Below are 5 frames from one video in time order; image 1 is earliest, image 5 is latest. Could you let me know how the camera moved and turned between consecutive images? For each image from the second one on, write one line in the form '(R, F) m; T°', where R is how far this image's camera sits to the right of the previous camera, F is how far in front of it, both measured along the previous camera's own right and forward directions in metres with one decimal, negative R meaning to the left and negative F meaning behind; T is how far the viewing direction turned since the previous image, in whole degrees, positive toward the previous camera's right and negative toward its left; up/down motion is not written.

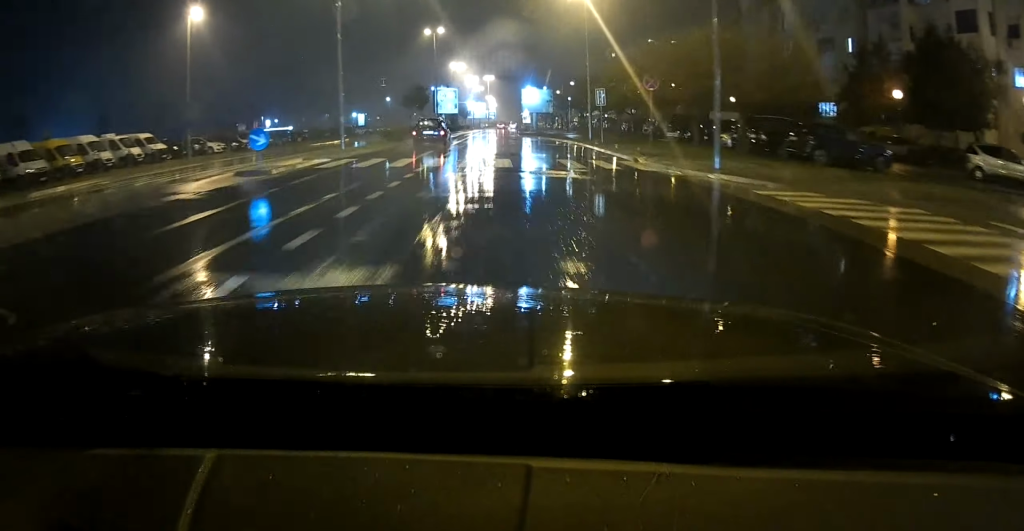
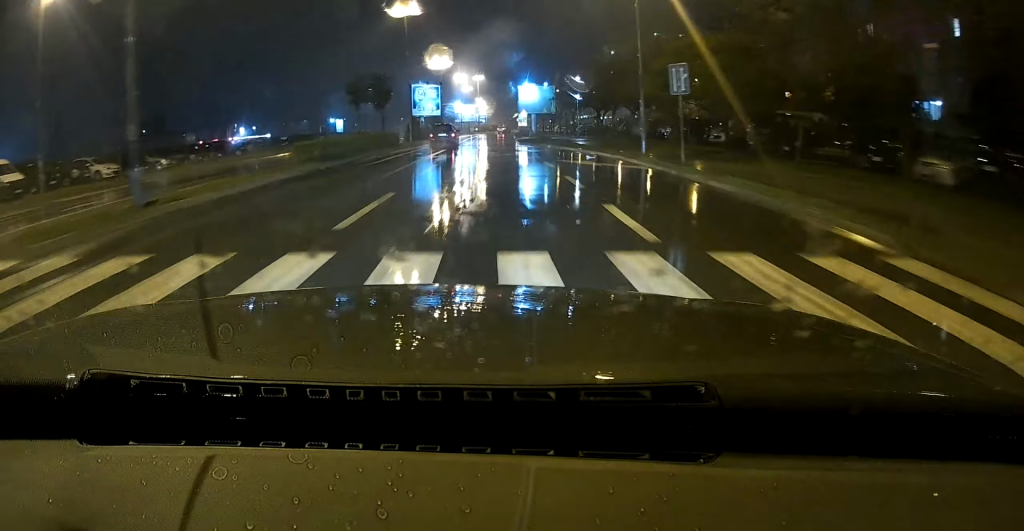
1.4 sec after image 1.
(-0.1, +15.7) m; 0°
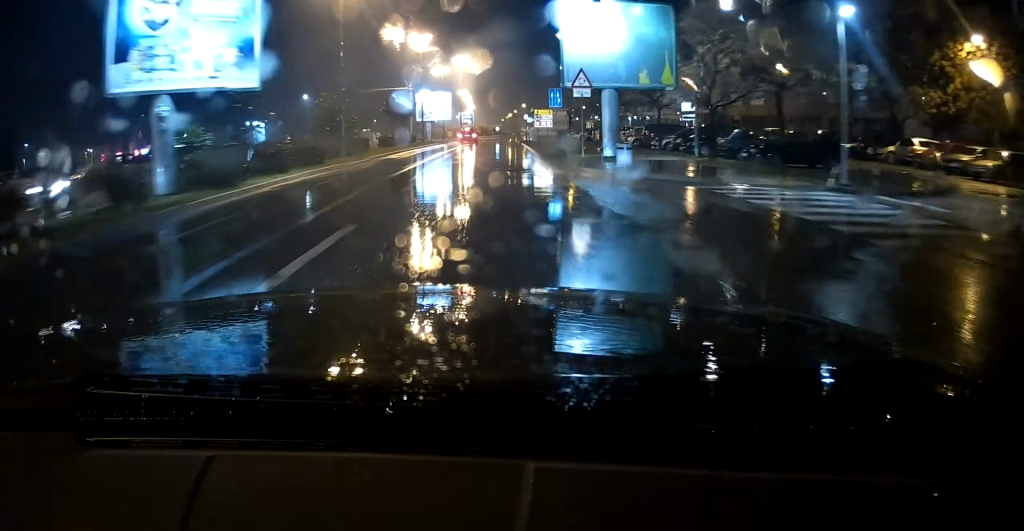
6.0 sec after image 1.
(+1.0, +53.2) m; +2°
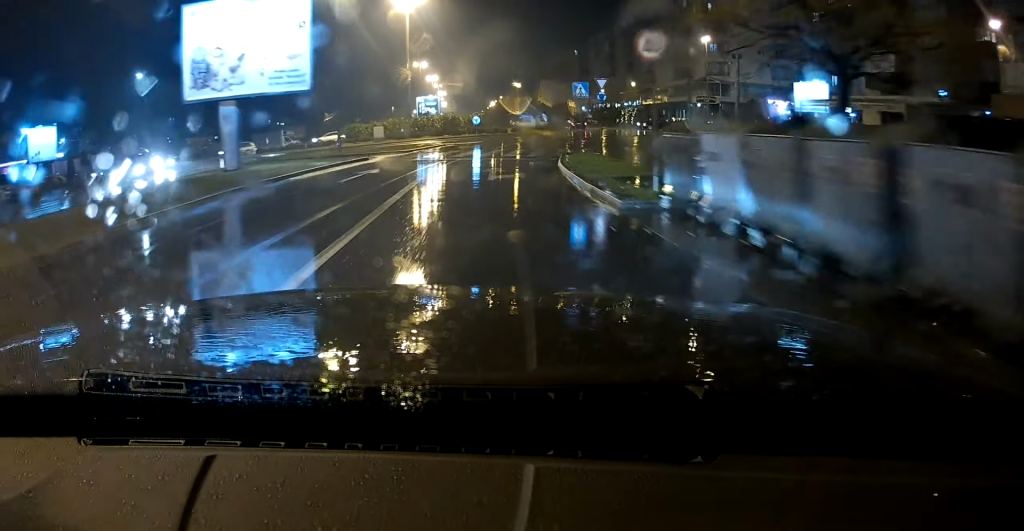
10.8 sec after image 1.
(+0.5, +54.2) m; +2°
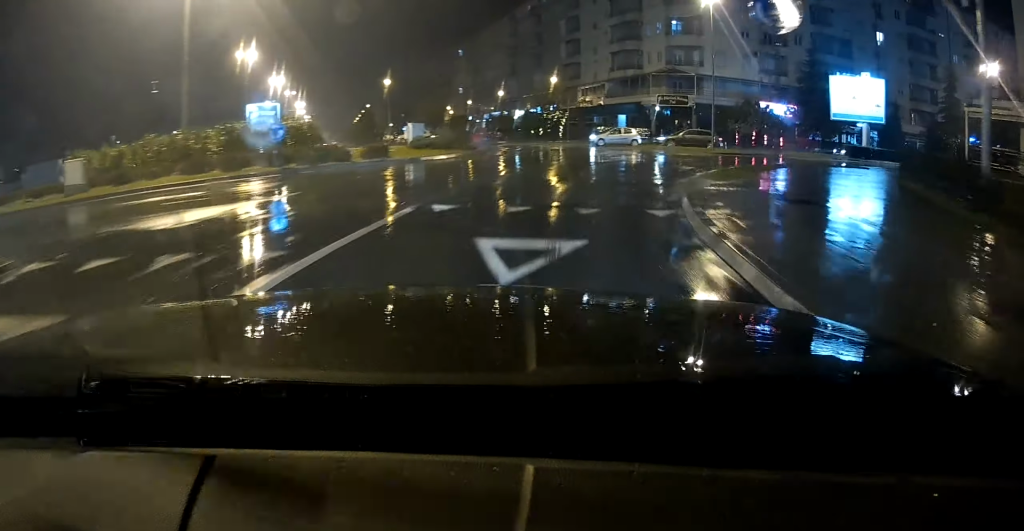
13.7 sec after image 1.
(+1.1, +25.2) m; +9°
